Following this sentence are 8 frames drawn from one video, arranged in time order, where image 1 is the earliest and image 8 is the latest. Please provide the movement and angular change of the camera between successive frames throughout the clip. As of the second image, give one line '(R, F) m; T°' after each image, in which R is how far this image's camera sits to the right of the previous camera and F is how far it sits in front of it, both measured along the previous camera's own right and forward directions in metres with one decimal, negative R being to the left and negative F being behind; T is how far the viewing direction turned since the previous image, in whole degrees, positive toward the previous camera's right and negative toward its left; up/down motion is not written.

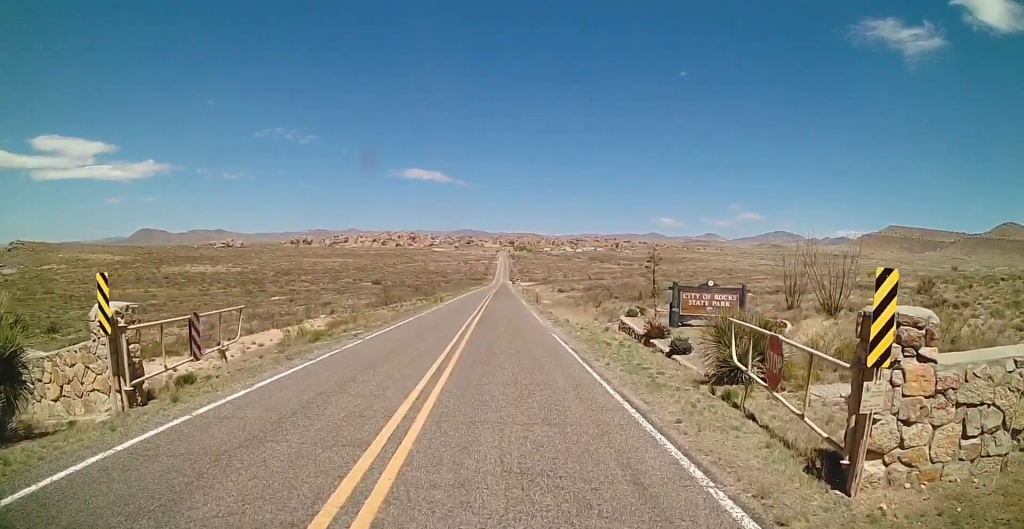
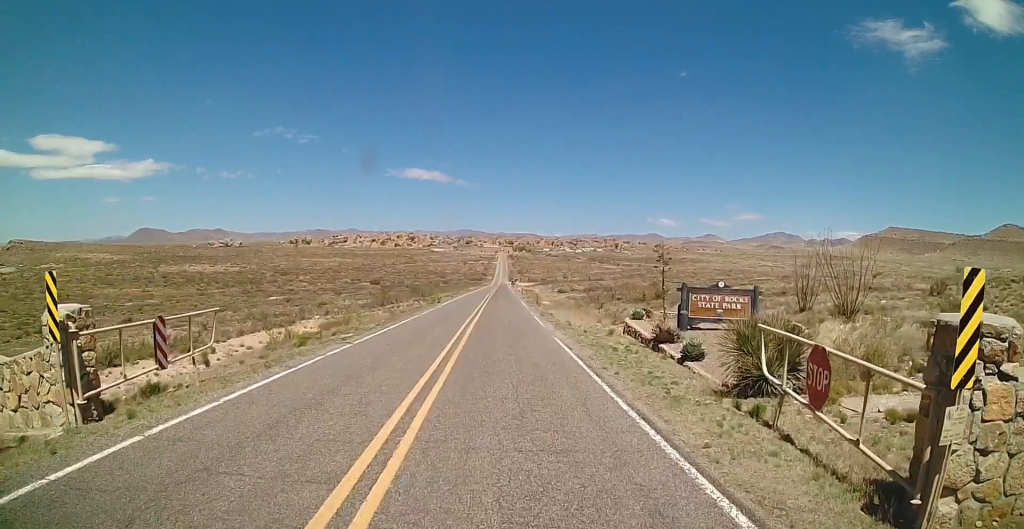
(0.0, +1.4) m; +1°
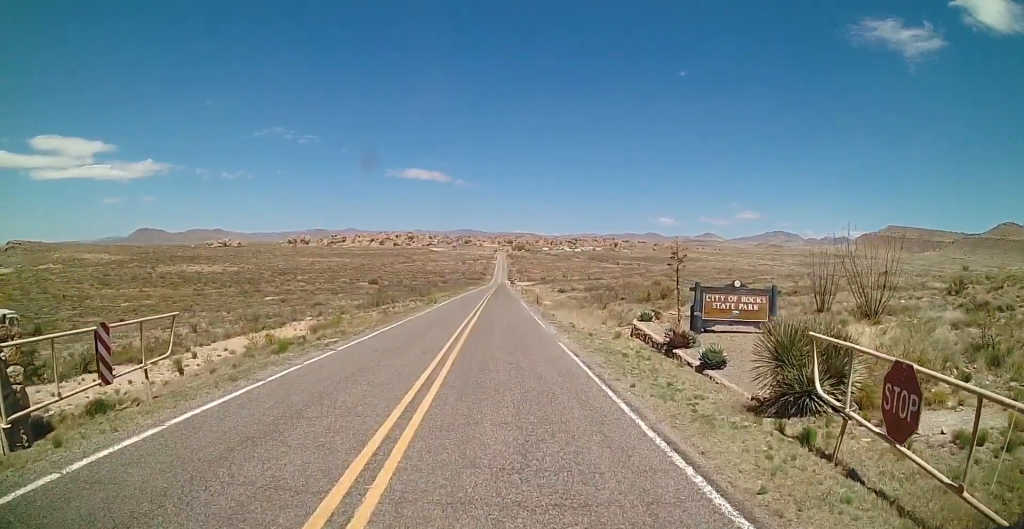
(0.0, +2.0) m; 0°
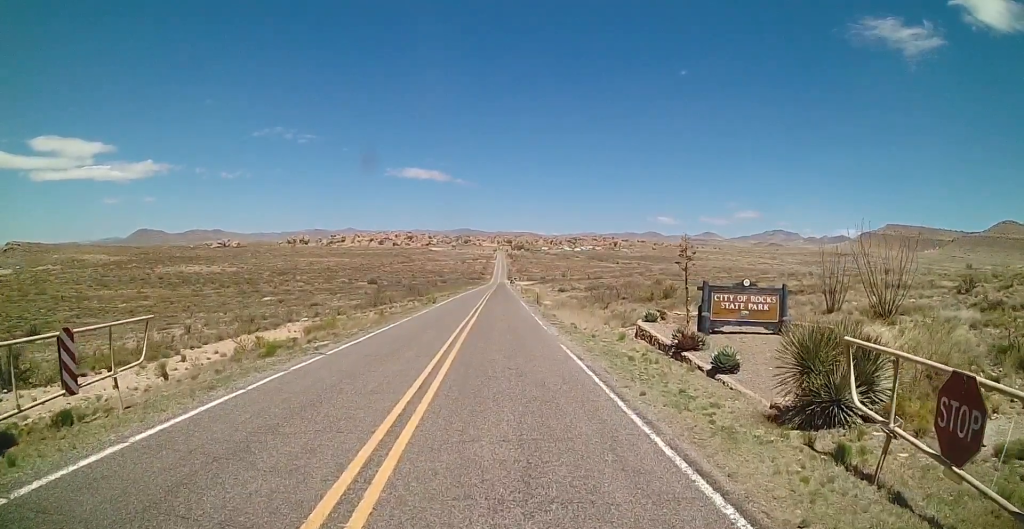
(0.0, +1.0) m; 0°
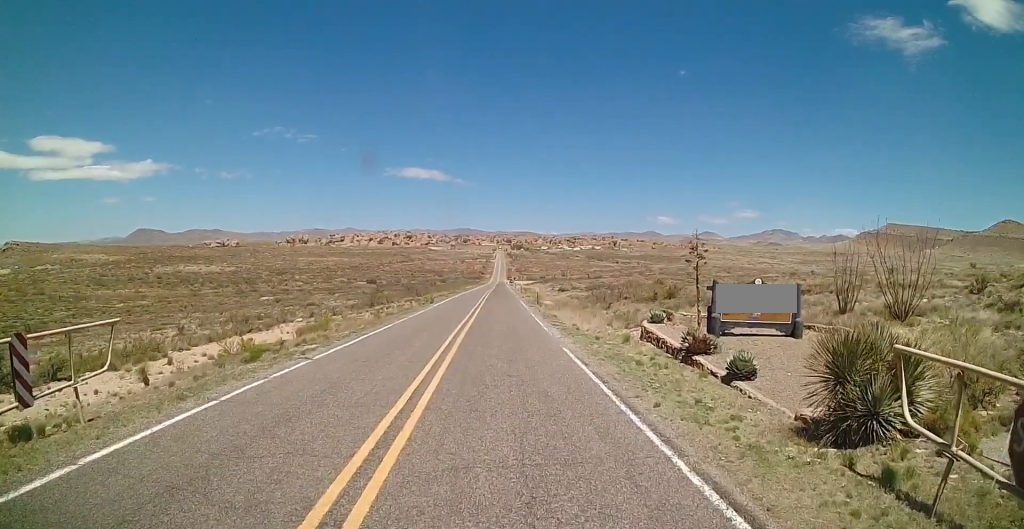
(0.0, +1.1) m; 0°
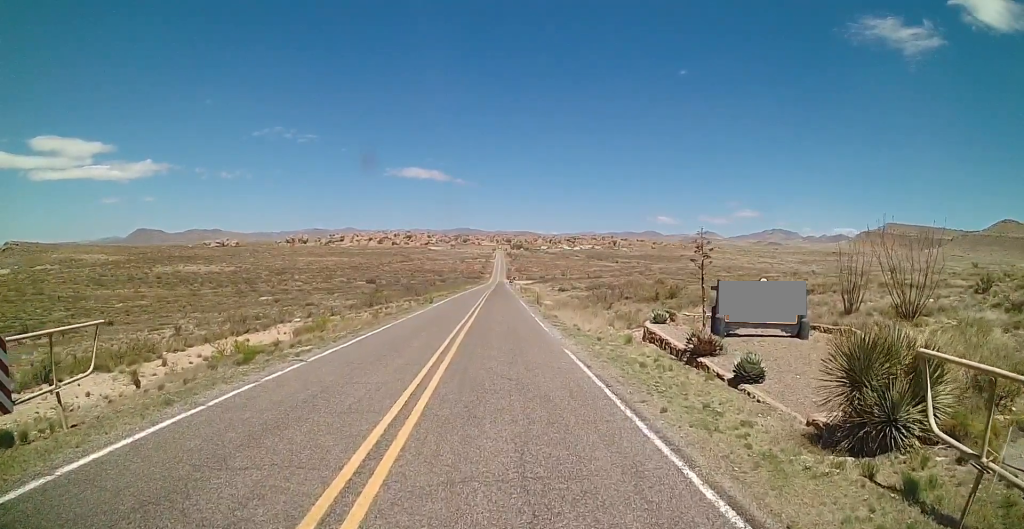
(0.0, +0.5) m; 0°
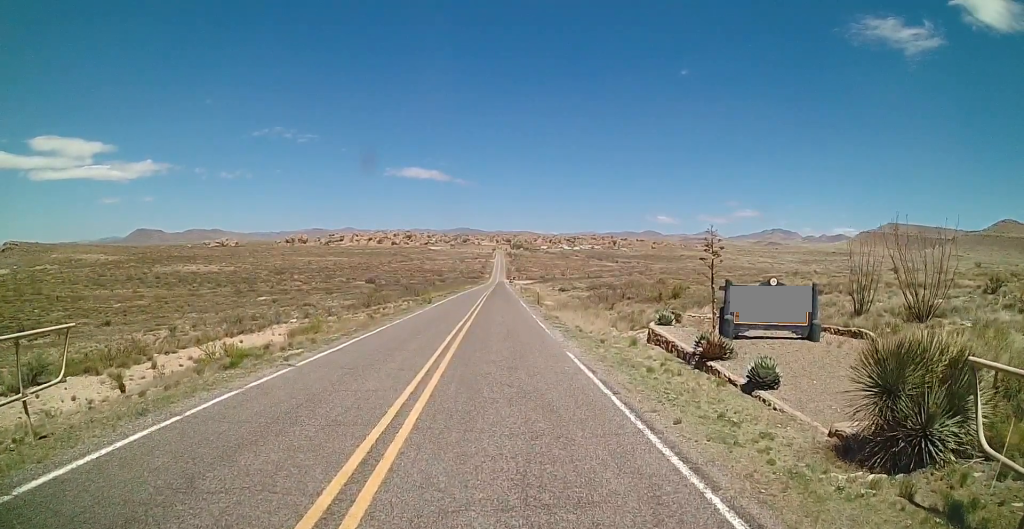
(0.0, +0.9) m; 0°
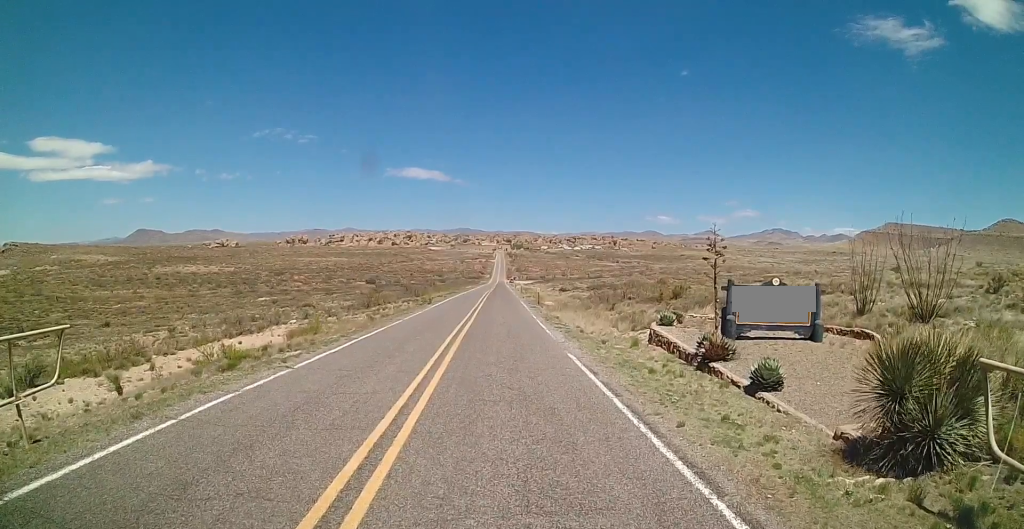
(0.0, +0.3) m; 0°
